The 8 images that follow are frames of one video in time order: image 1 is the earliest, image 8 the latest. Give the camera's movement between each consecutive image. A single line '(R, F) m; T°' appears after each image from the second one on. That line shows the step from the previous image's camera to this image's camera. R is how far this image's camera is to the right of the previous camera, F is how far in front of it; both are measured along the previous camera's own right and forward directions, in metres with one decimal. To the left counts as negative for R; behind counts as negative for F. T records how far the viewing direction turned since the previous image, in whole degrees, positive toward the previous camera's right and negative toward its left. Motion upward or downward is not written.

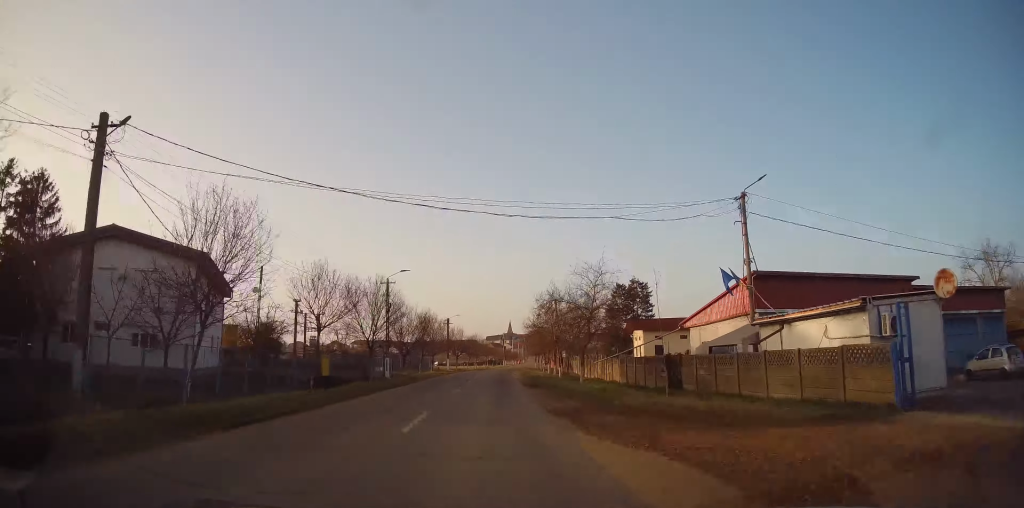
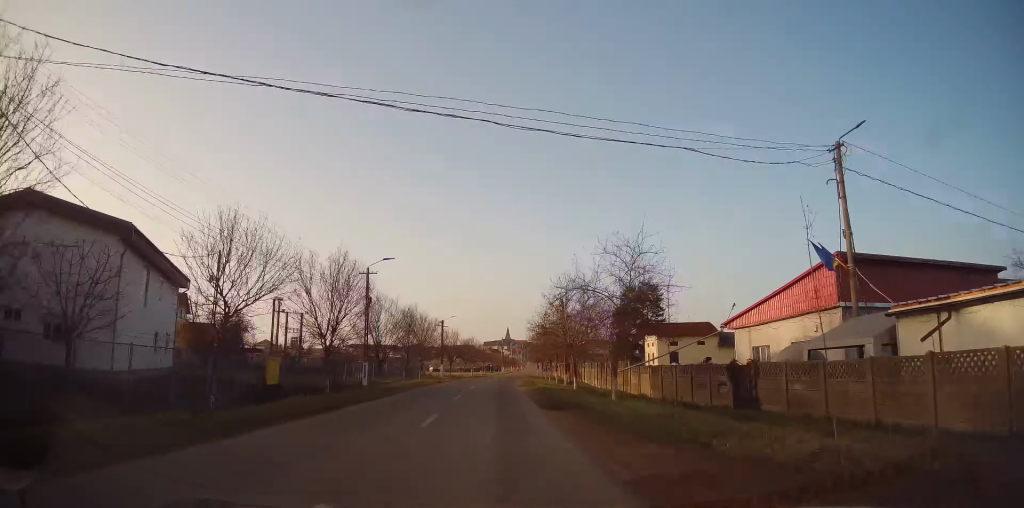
(+0.2, +7.2) m; 0°
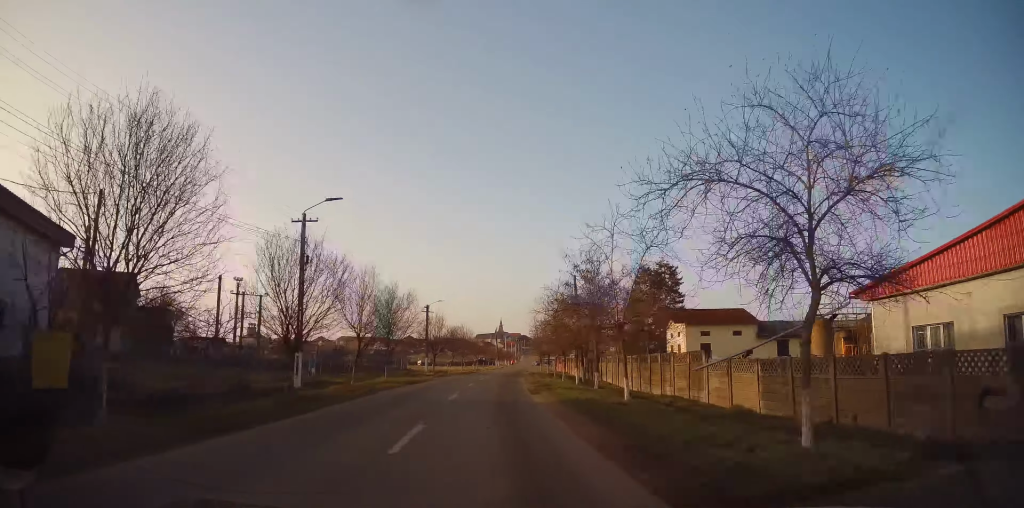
(-0.1, +12.3) m; -1°
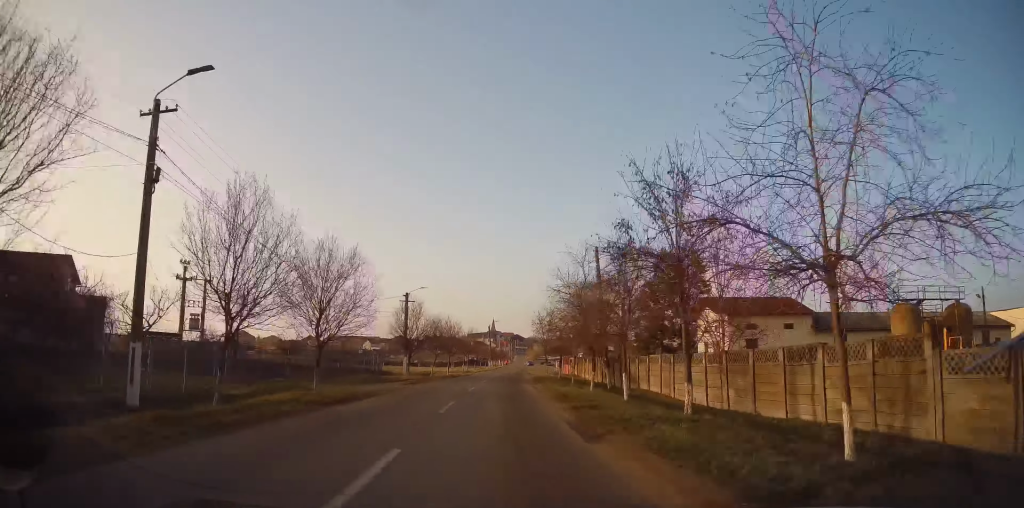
(-0.1, +12.1) m; +1°
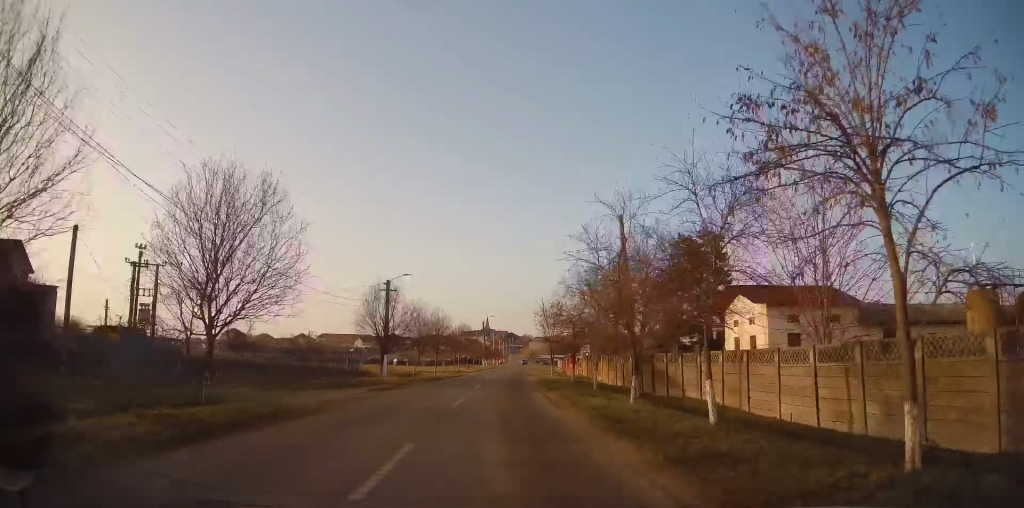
(-0.1, +7.9) m; +2°
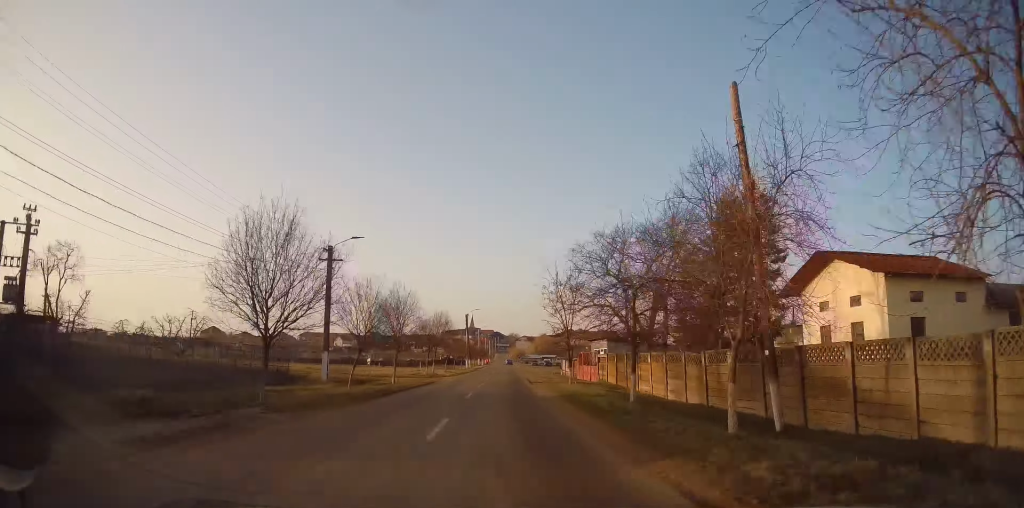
(+0.6, +14.4) m; +3°
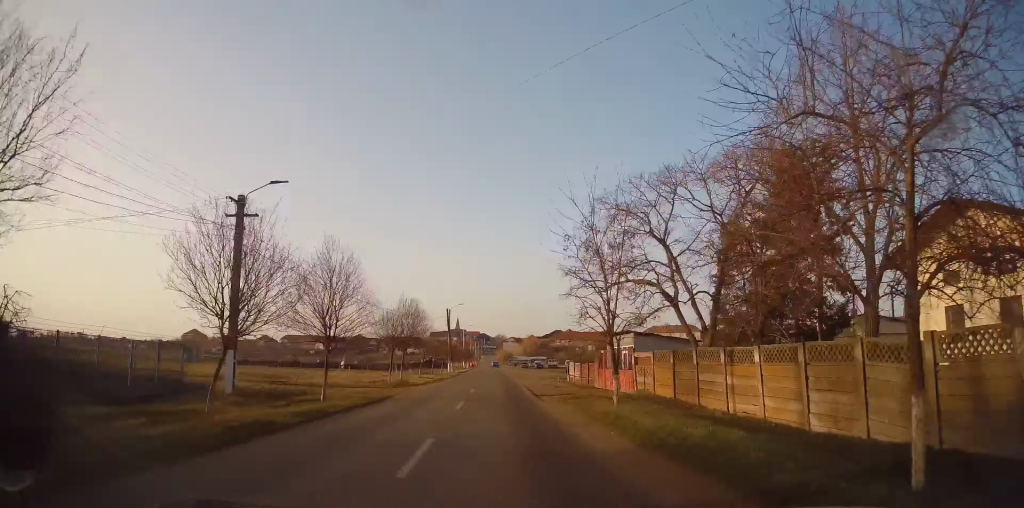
(+0.2, +11.1) m; +1°
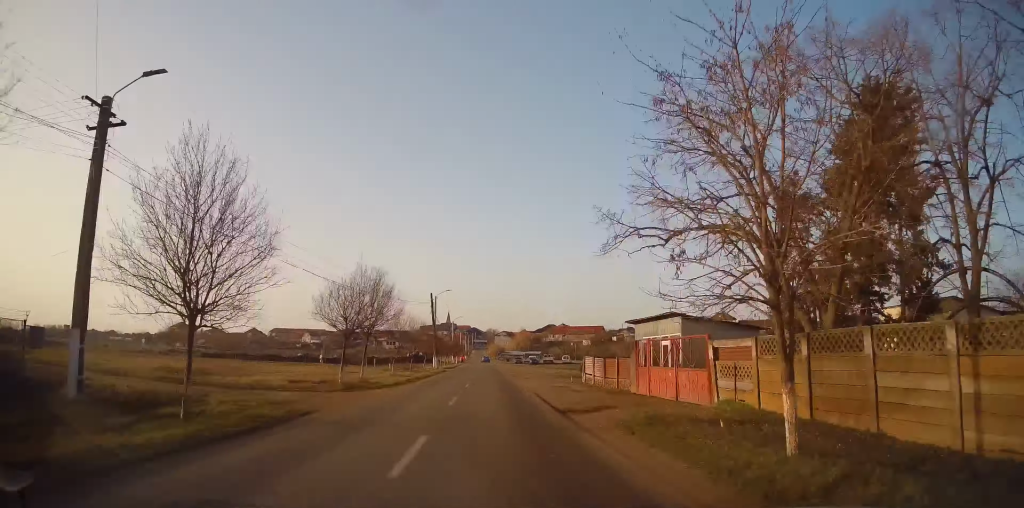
(0.0, +8.8) m; 0°
